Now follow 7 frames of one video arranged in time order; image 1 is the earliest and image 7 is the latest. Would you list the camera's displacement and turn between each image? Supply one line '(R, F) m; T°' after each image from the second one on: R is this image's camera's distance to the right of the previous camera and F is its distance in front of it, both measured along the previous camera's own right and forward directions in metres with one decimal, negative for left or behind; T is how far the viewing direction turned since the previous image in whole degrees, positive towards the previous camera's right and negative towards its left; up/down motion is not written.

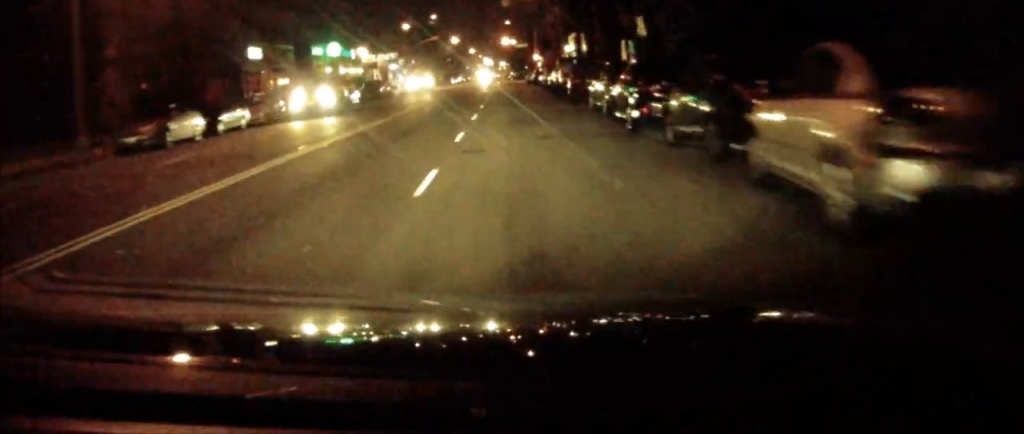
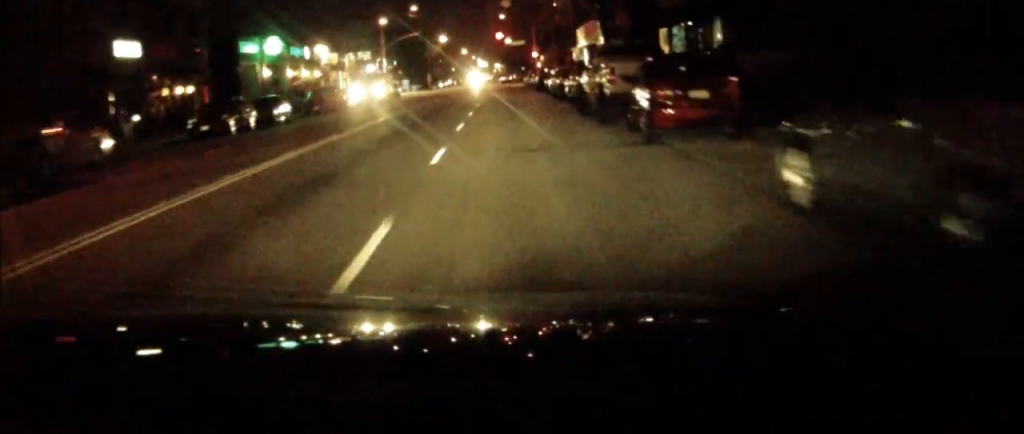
(0.0, +18.3) m; 0°
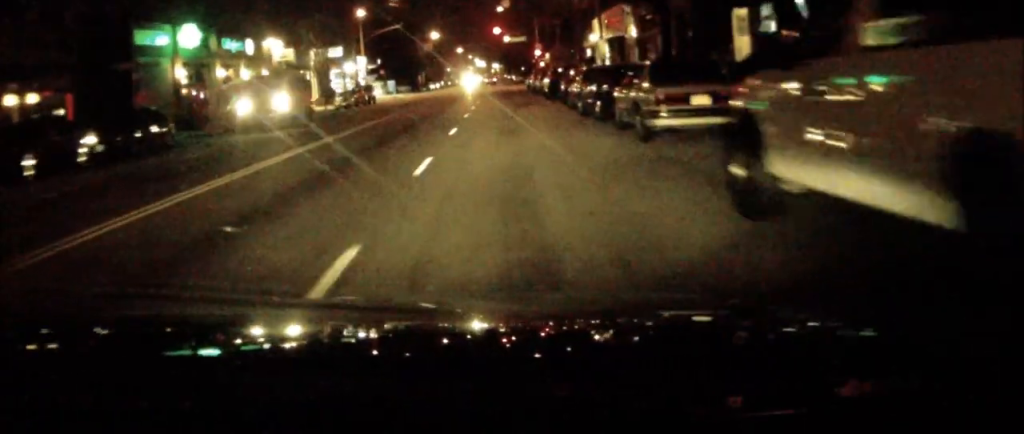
(0.0, +16.2) m; 0°
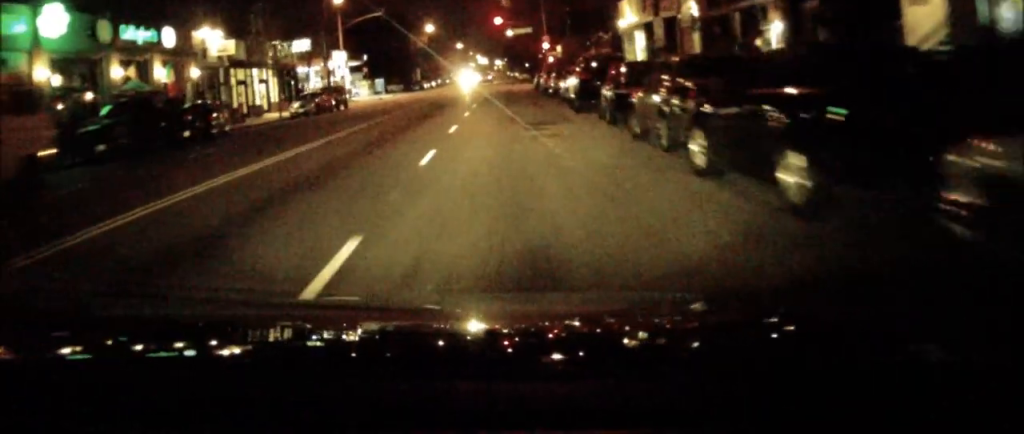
(0.0, +14.5) m; 0°
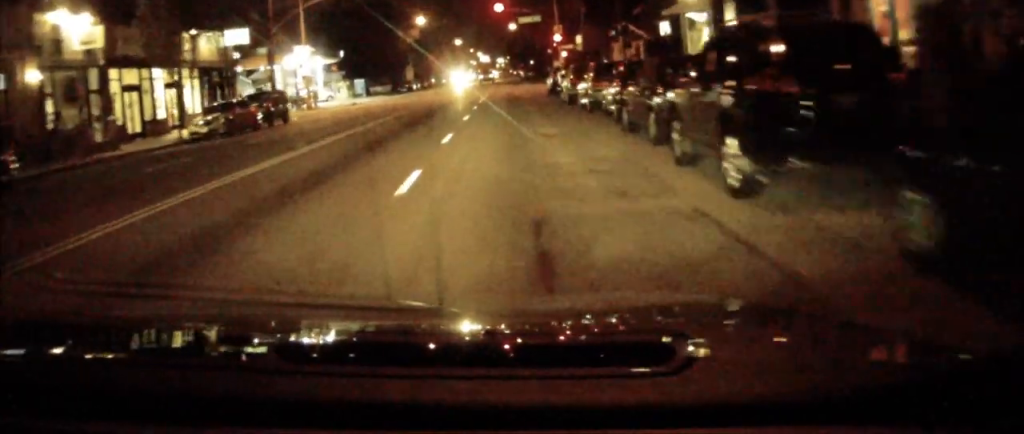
(-0.1, +17.2) m; -1°
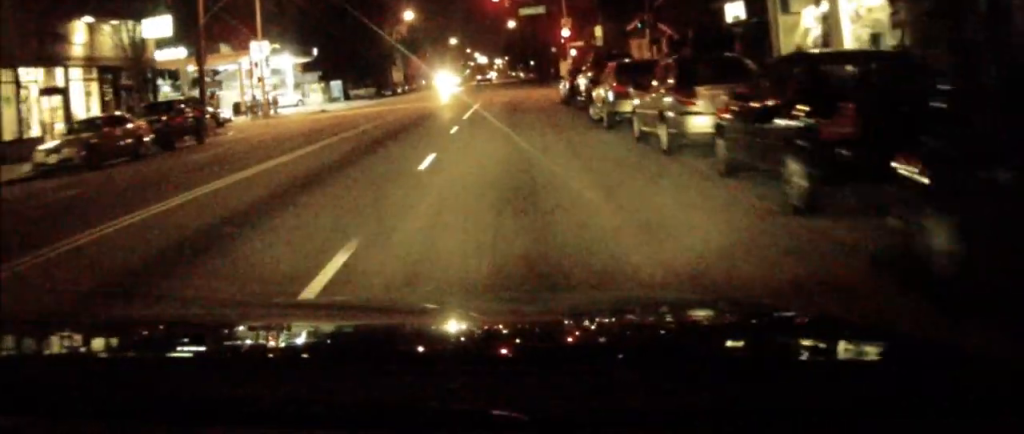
(0.0, +12.0) m; 0°
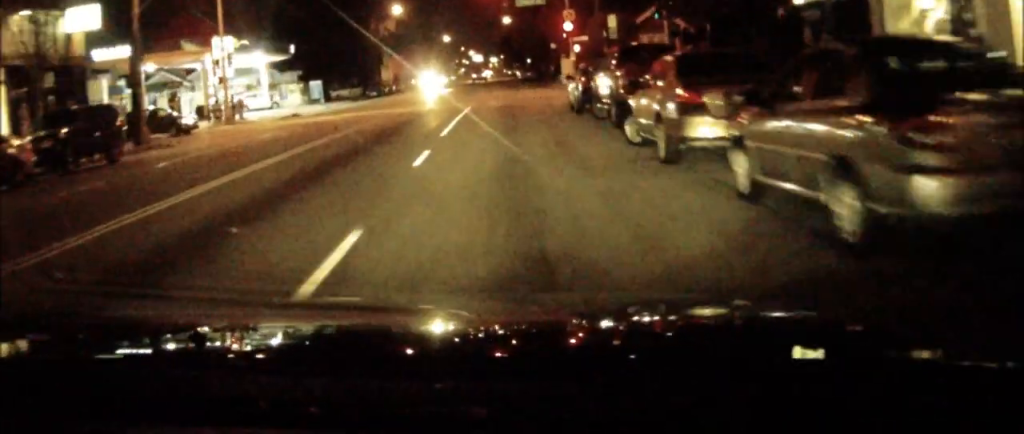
(0.0, +7.0) m; 0°
